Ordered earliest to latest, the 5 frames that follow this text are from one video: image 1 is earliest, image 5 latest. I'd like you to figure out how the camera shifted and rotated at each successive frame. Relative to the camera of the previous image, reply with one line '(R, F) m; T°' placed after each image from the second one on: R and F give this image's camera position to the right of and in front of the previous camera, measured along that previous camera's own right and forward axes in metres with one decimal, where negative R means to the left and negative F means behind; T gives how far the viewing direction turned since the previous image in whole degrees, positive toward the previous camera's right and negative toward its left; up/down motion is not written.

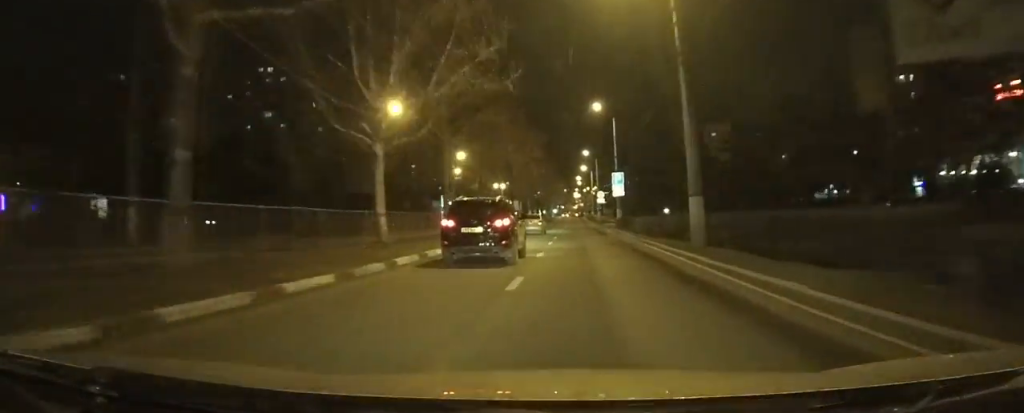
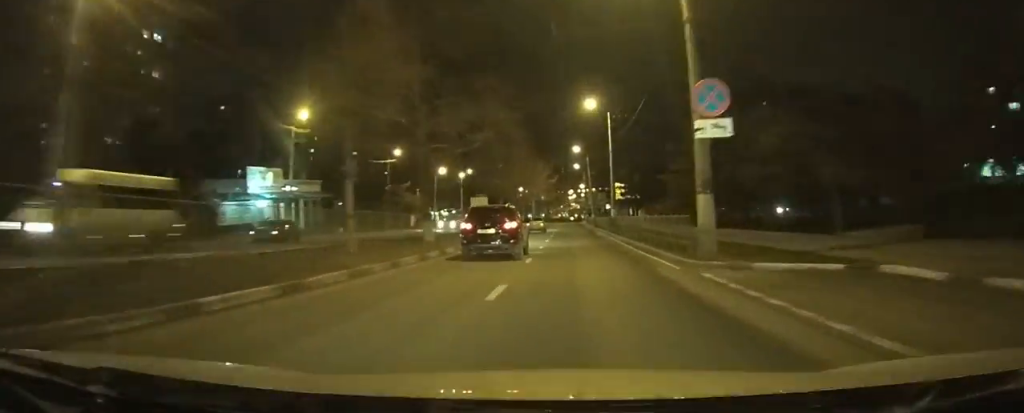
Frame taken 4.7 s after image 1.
(-0.1, +64.2) m; -1°
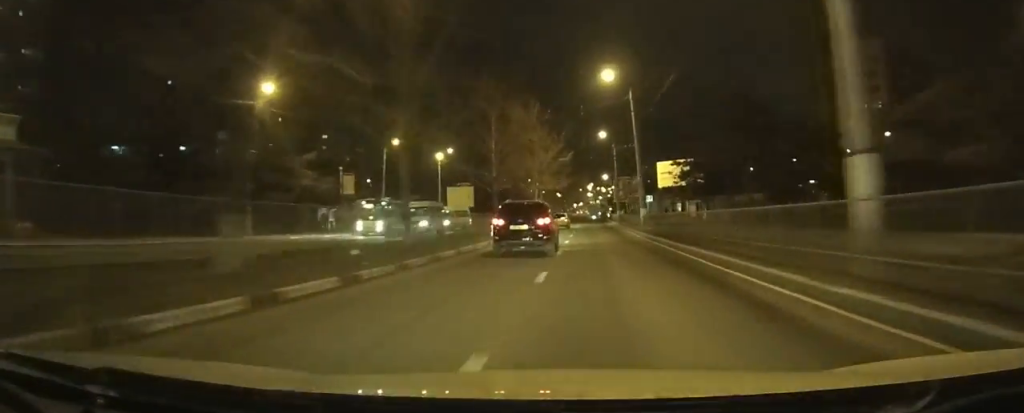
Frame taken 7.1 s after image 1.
(-0.2, +36.3) m; -1°
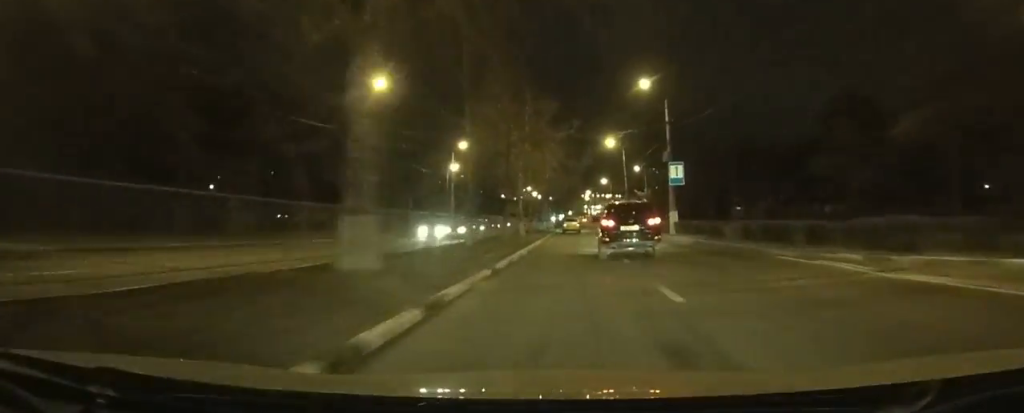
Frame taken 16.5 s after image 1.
(+2.5, +151.7) m; +2°
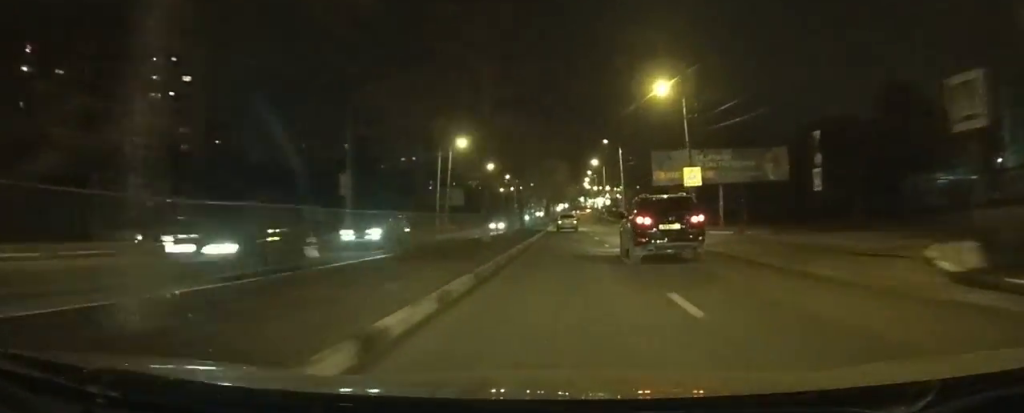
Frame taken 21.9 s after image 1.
(+0.7, +88.6) m; 0°
